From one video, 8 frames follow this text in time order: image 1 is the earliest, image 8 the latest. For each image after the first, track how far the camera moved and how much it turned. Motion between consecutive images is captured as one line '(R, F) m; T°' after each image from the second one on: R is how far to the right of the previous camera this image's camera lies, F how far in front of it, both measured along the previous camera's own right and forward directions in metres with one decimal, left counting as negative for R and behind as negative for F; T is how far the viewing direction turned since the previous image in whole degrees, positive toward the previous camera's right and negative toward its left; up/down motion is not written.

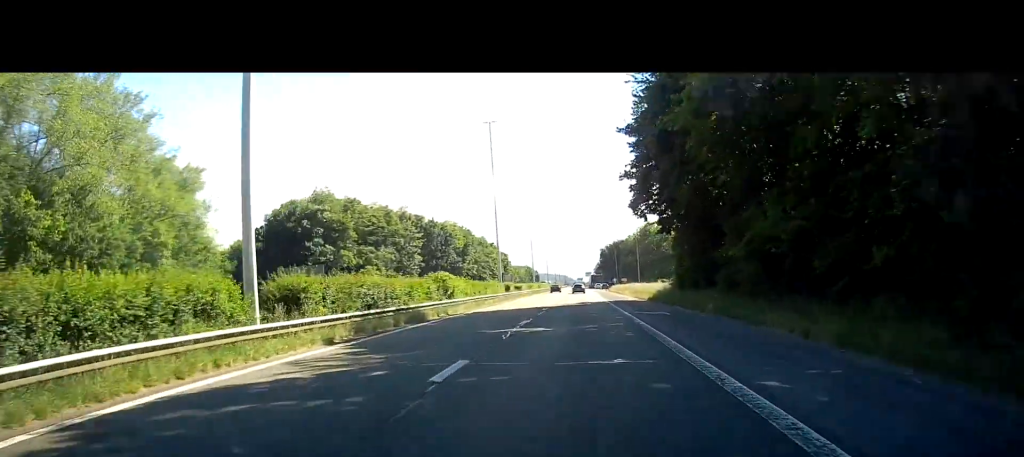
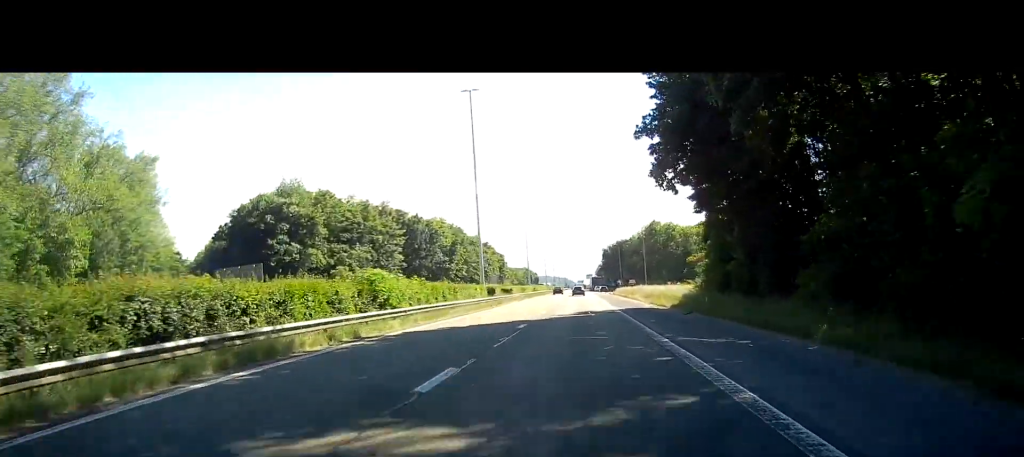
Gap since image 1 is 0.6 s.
(-0.1, +13.4) m; 0°
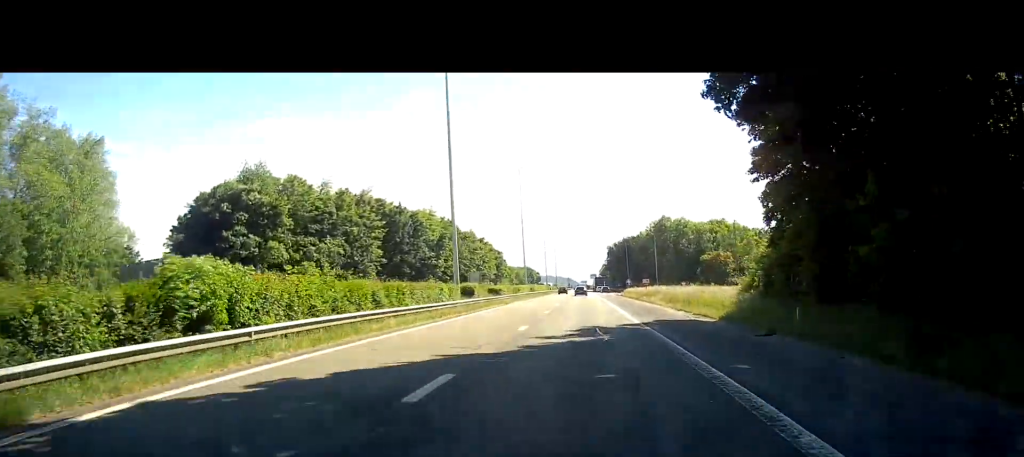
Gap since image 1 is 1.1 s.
(0.0, +13.4) m; 0°
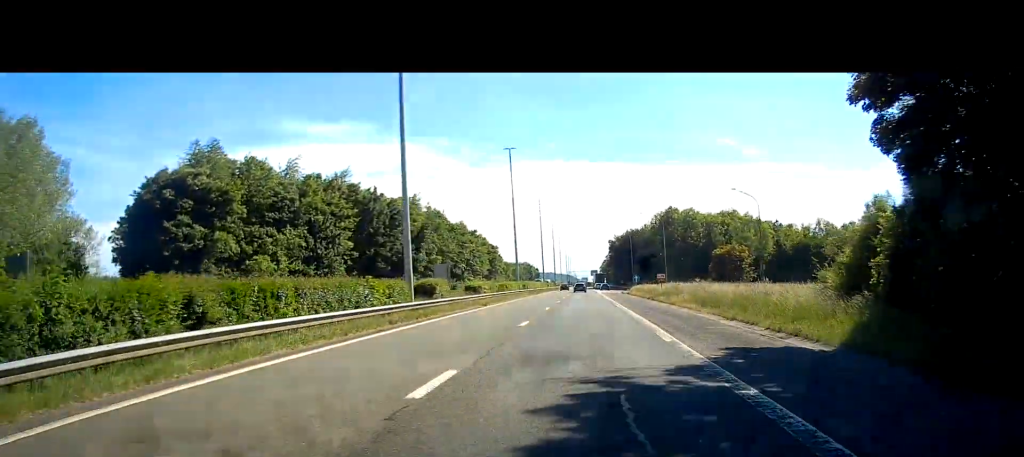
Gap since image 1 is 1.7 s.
(+0.1, +12.5) m; 0°
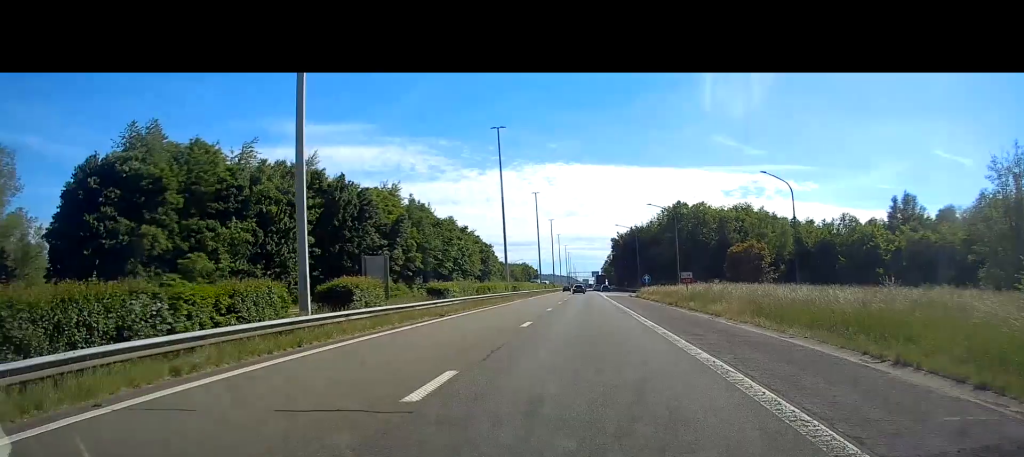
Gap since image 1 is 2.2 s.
(0.0, +12.5) m; 0°
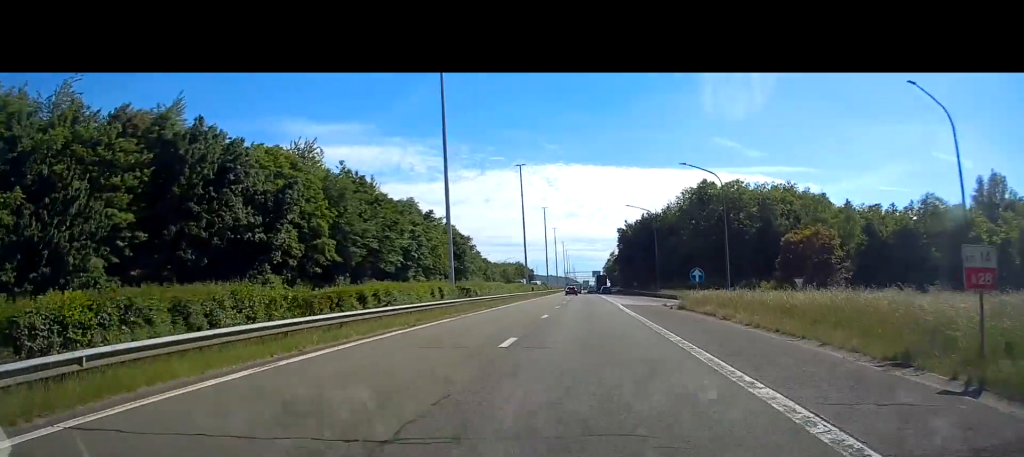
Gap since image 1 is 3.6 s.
(0.0, +31.9) m; 0°
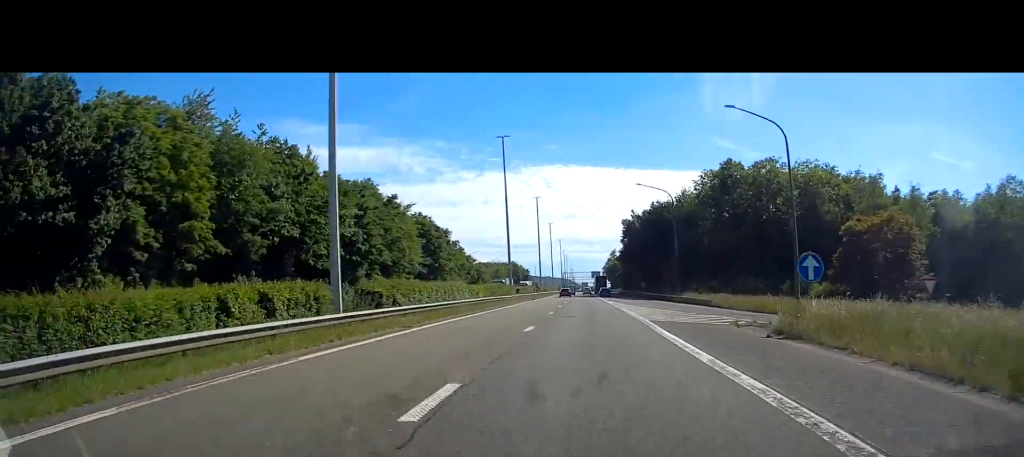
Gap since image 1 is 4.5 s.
(0.0, +21.0) m; 0°
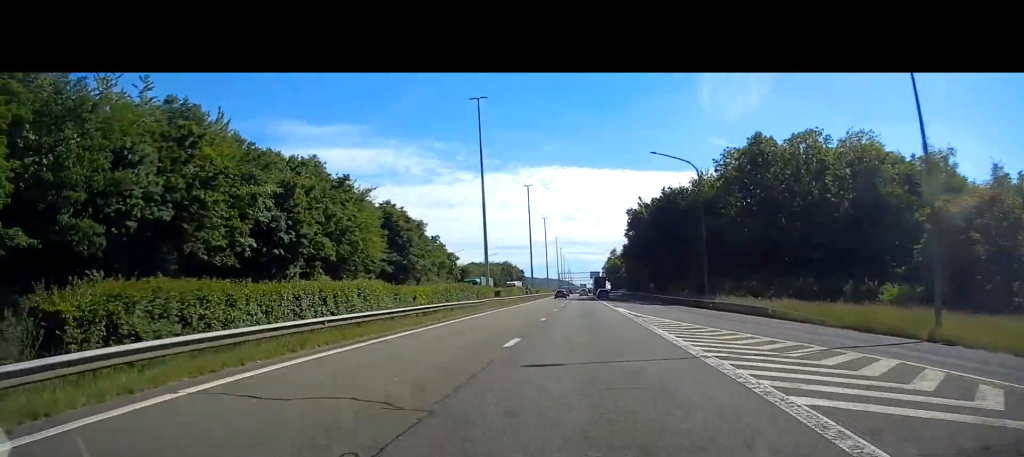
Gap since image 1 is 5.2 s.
(0.0, +17.8) m; 0°
